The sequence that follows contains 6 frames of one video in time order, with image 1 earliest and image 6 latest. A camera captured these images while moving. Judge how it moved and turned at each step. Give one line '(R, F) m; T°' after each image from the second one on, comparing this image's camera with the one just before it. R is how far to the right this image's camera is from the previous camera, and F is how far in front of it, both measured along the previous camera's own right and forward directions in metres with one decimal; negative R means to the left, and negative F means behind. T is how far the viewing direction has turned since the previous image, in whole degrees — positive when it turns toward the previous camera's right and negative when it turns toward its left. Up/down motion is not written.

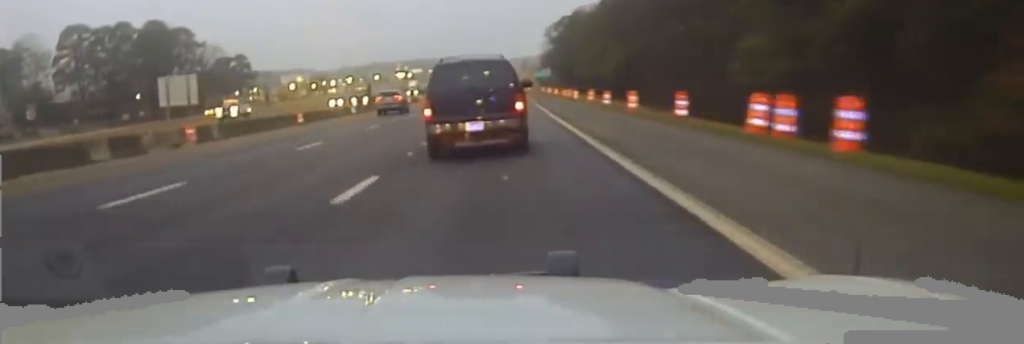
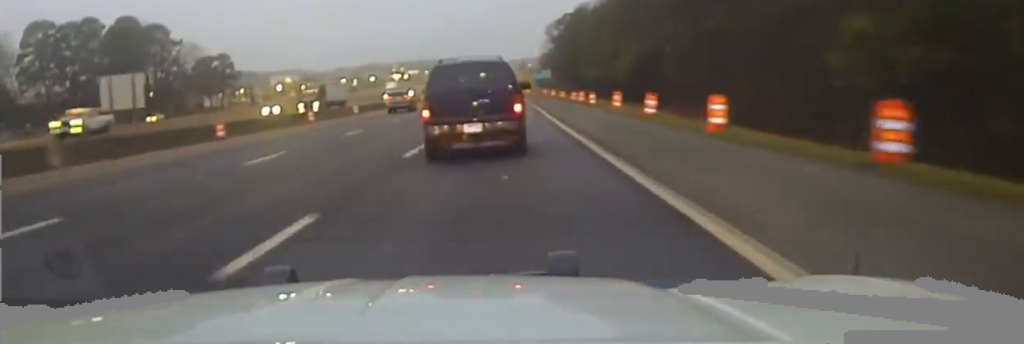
(+0.2, +16.2) m; +1°
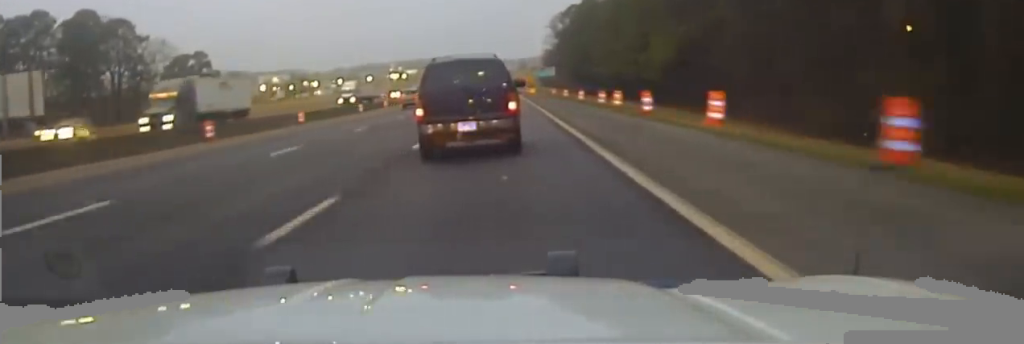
(+0.1, +21.1) m; +1°
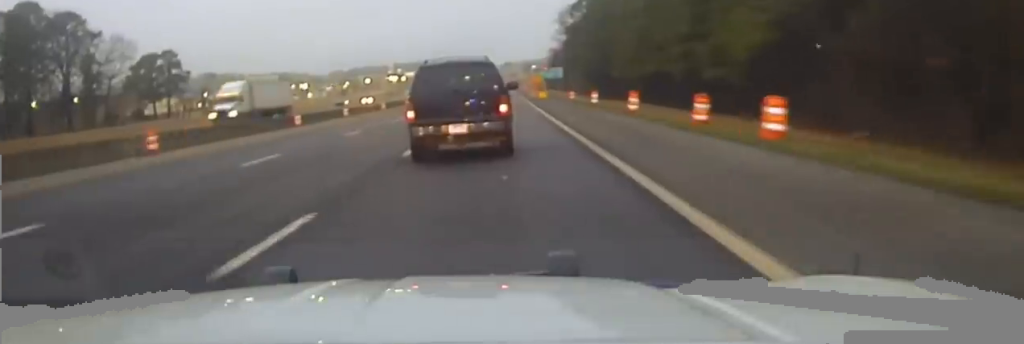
(+0.5, +26.1) m; +1°
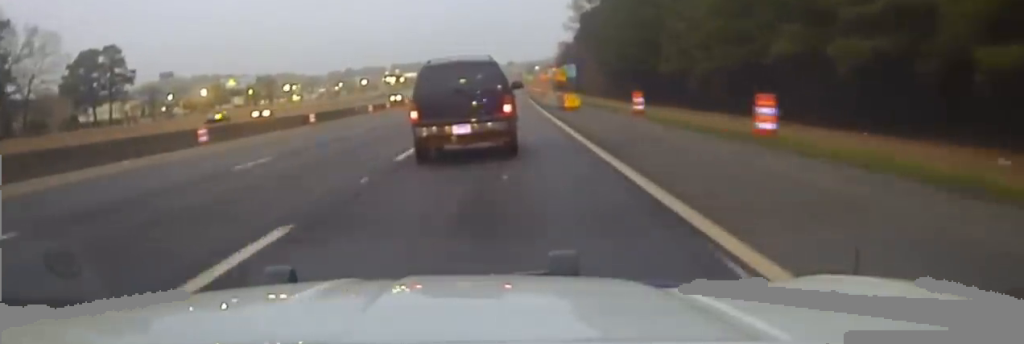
(-0.8, +37.5) m; -2°
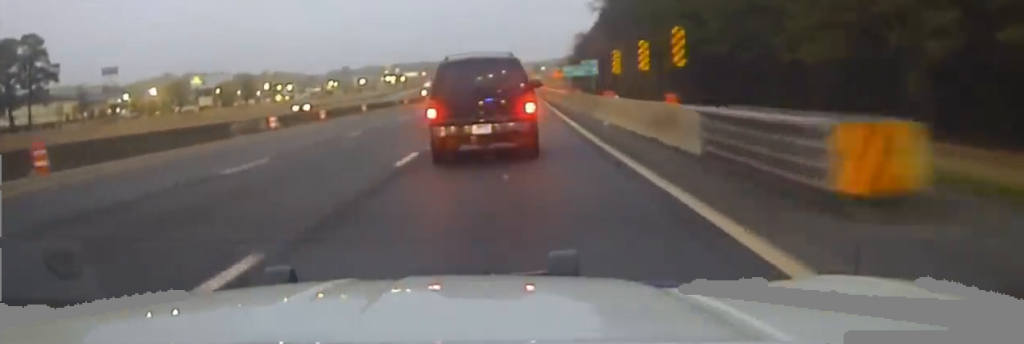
(-0.2, +38.1) m; -1°
